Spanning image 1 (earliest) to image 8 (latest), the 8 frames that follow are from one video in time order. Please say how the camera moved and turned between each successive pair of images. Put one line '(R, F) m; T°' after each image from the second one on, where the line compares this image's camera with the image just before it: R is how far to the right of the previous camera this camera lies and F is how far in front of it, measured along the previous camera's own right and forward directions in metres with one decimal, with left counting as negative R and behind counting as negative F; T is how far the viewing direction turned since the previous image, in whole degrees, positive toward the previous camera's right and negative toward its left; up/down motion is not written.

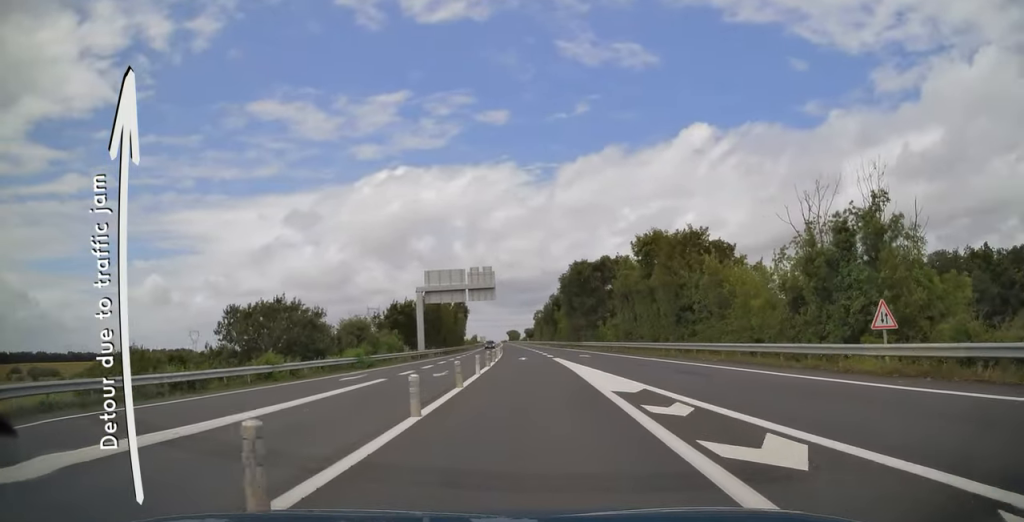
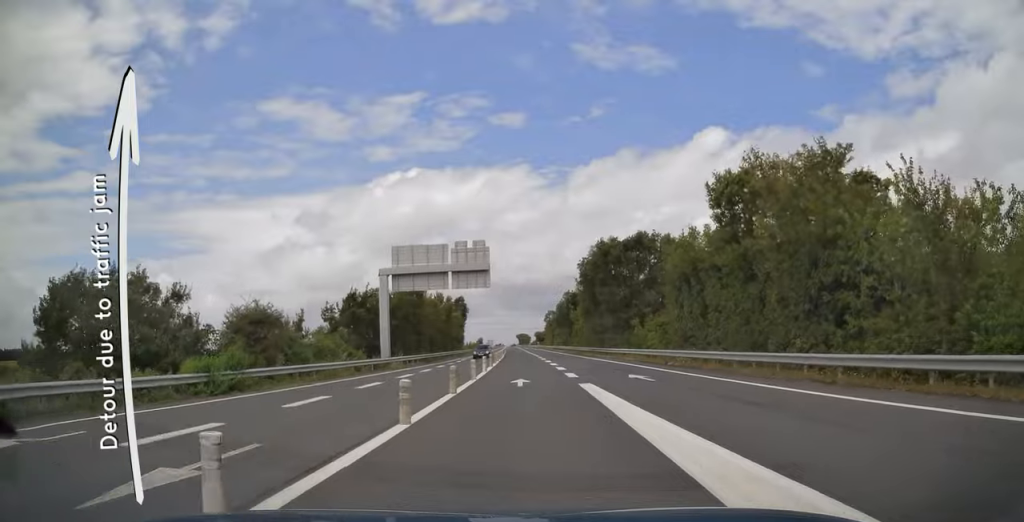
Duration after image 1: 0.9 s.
(-0.3, +19.6) m; -1°
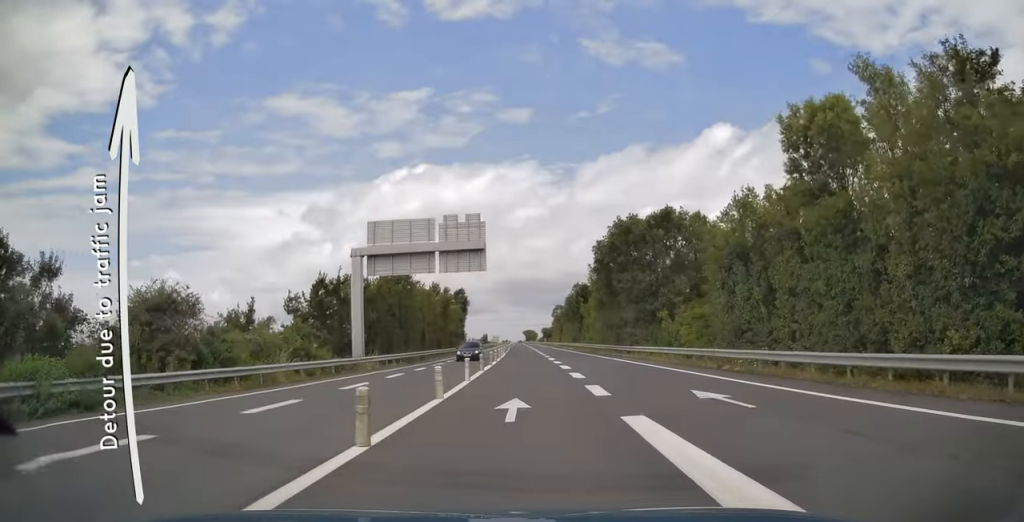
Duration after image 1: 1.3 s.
(-0.1, +8.9) m; -1°
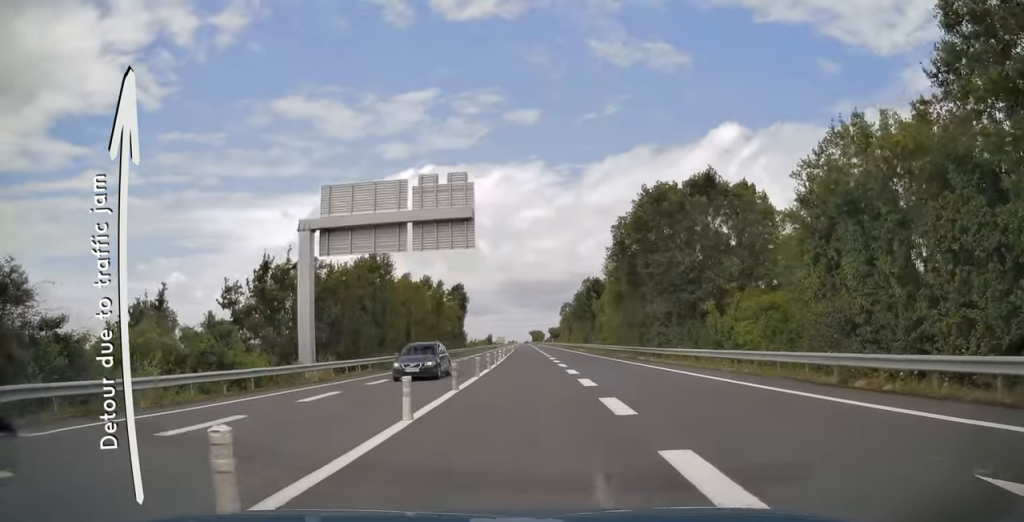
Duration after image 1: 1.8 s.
(0.0, +10.0) m; 0°
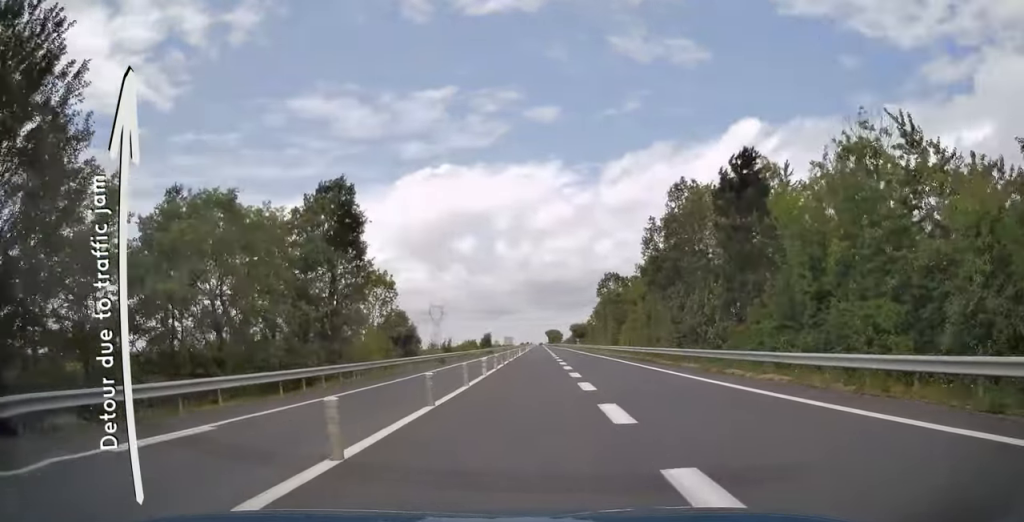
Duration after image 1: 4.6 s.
(-1.3, +60.7) m; -2°
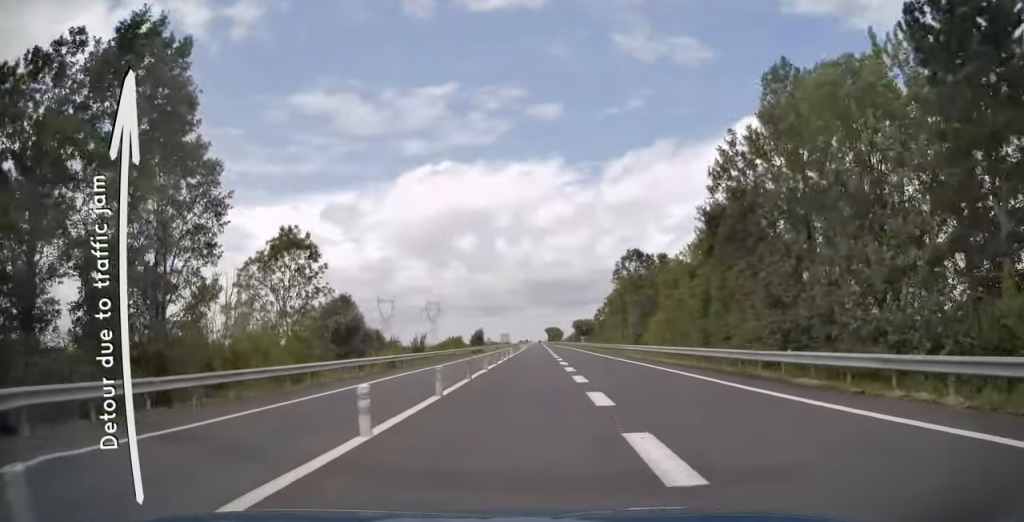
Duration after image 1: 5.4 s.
(+0.3, +17.5) m; 0°
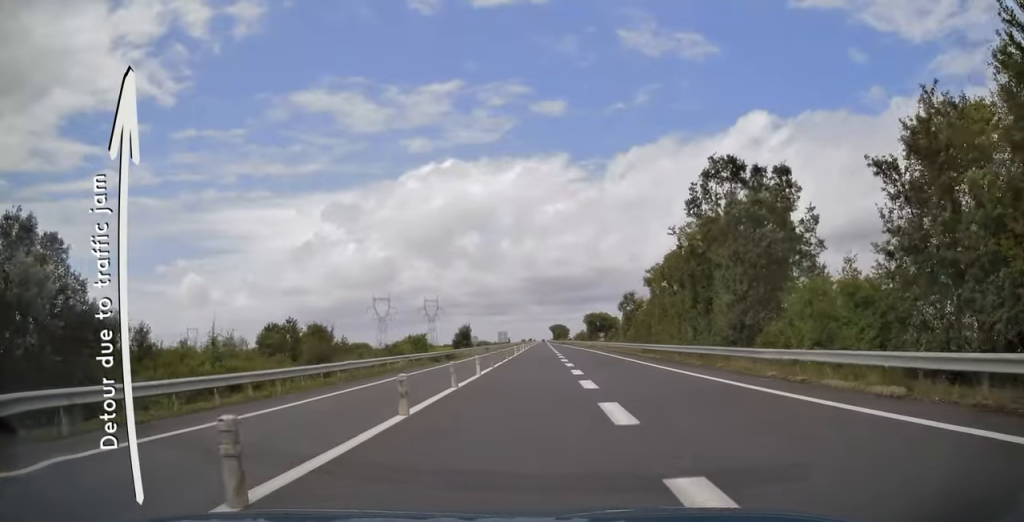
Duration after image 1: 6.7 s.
(-0.2, +29.3) m; 0°
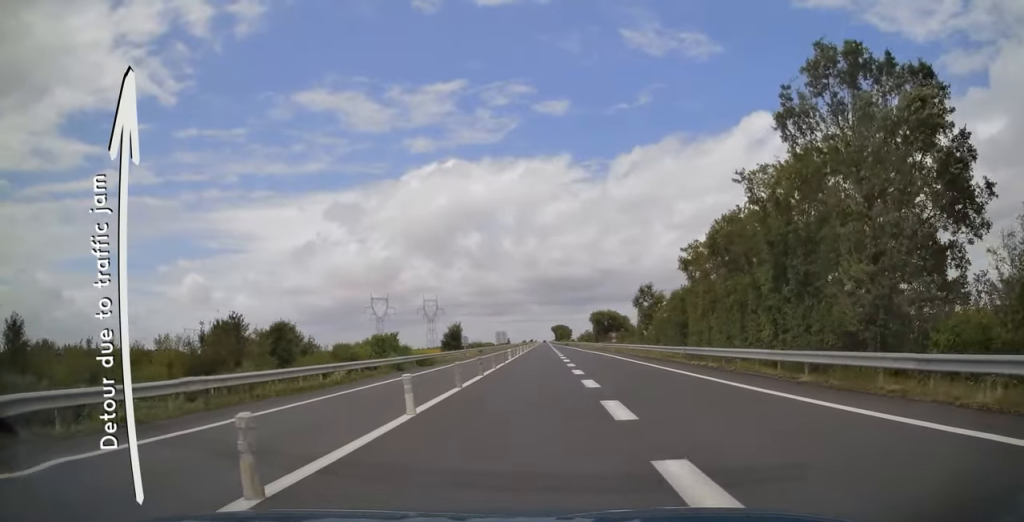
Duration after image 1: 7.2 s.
(+0.2, +12.6) m; 0°
